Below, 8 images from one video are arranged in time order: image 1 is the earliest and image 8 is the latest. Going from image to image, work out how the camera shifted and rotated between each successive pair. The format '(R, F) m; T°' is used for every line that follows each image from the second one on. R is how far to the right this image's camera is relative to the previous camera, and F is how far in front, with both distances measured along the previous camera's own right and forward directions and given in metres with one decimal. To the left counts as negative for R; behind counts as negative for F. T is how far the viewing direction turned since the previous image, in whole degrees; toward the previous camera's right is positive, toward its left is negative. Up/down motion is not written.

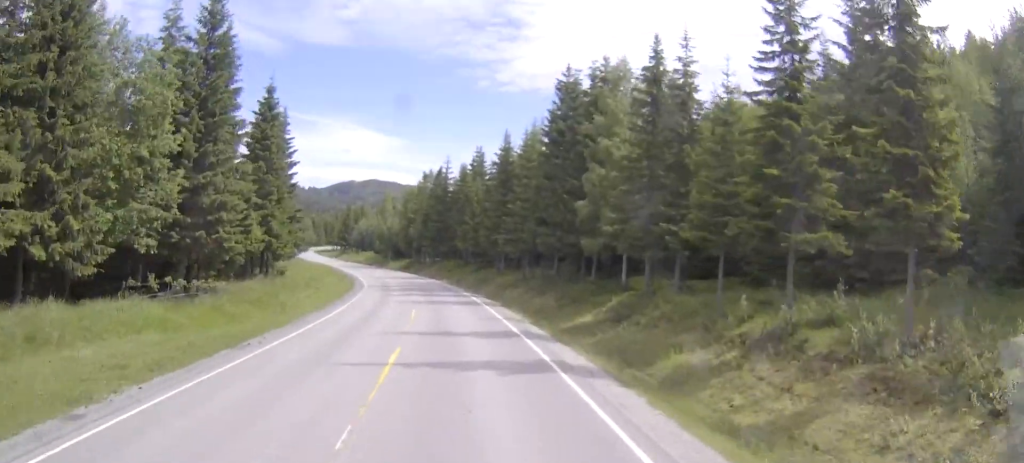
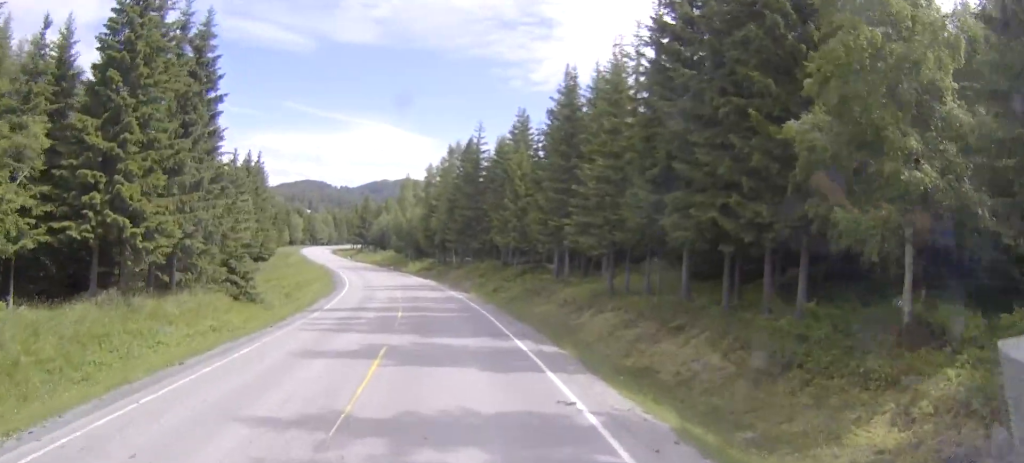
(-0.6, +24.0) m; -4°
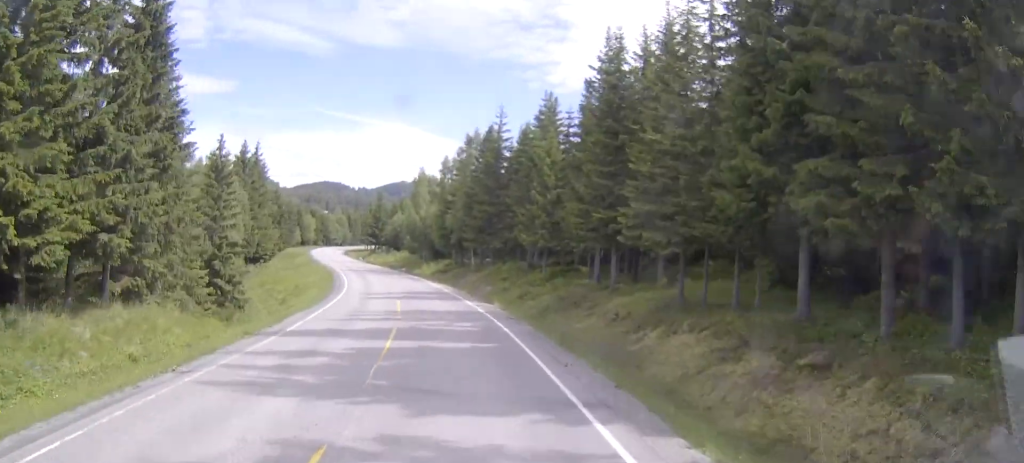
(-0.1, +8.0) m; -2°
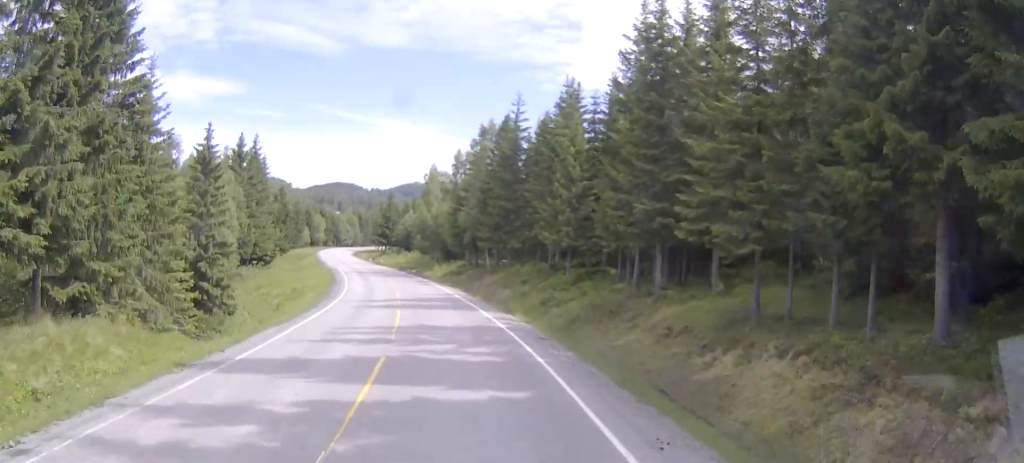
(-0.1, +5.8) m; -1°
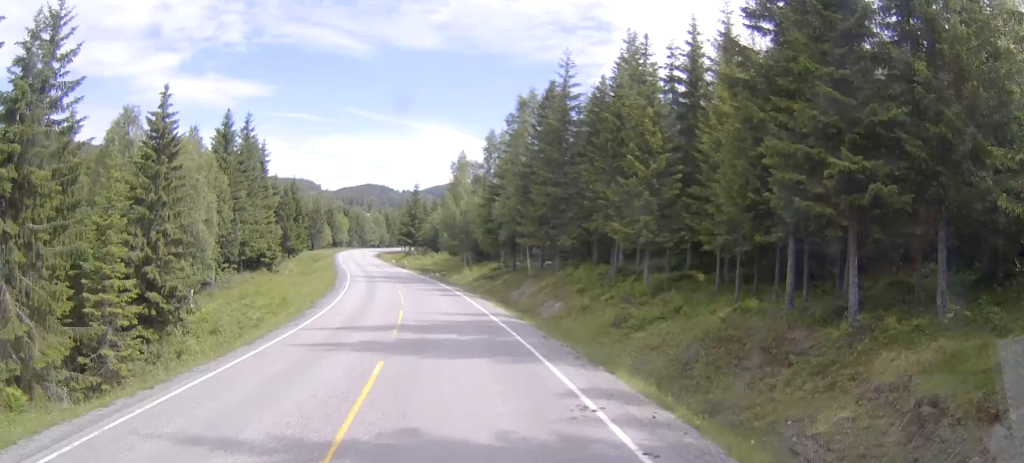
(-0.2, +12.2) m; -2°
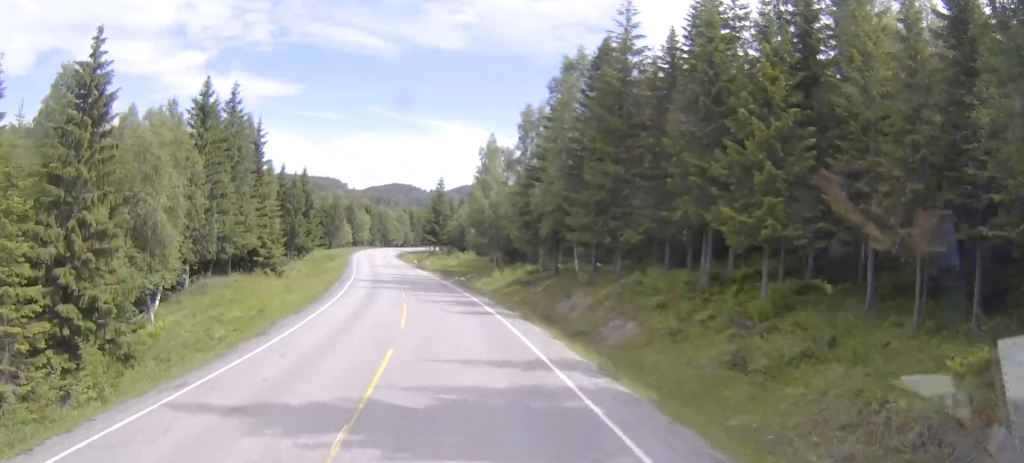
(-0.1, +11.1) m; -2°
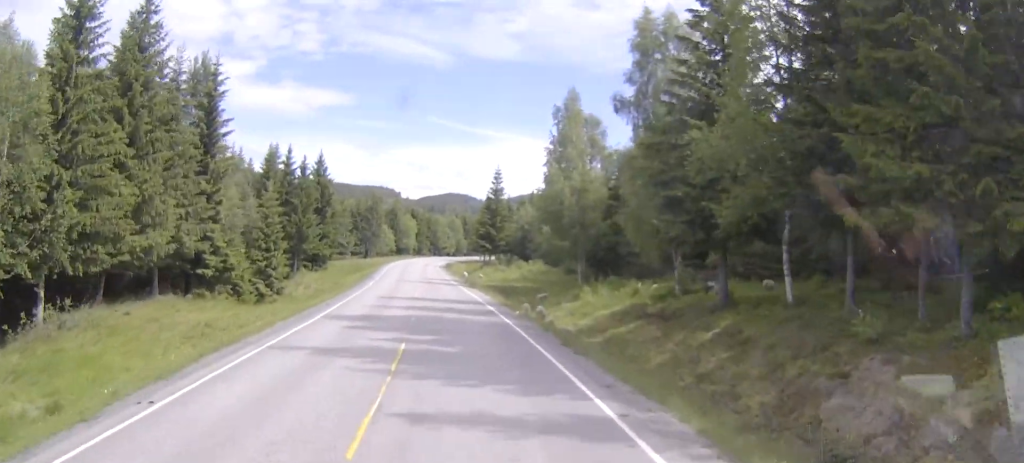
(-1.0, +22.1) m; -5°
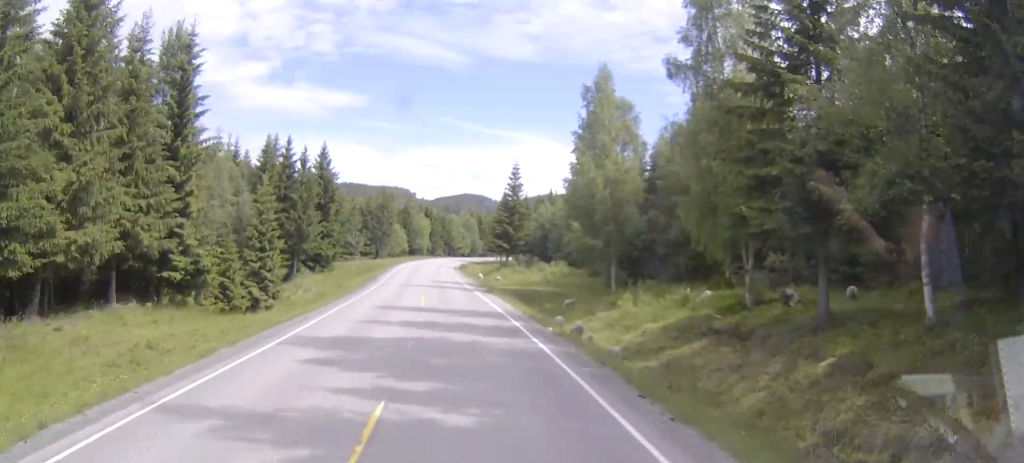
(0.0, +6.4) m; -1°
